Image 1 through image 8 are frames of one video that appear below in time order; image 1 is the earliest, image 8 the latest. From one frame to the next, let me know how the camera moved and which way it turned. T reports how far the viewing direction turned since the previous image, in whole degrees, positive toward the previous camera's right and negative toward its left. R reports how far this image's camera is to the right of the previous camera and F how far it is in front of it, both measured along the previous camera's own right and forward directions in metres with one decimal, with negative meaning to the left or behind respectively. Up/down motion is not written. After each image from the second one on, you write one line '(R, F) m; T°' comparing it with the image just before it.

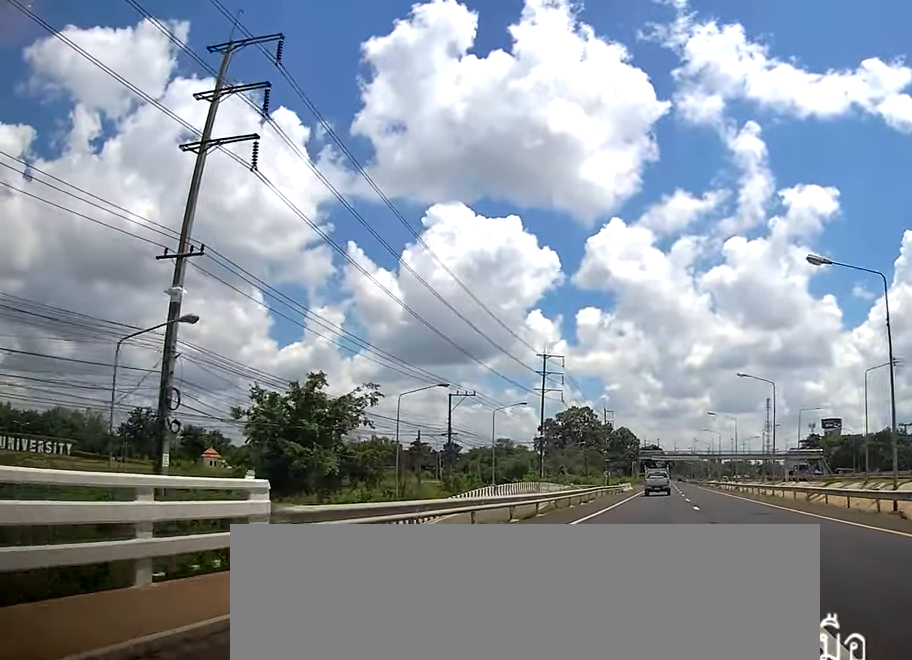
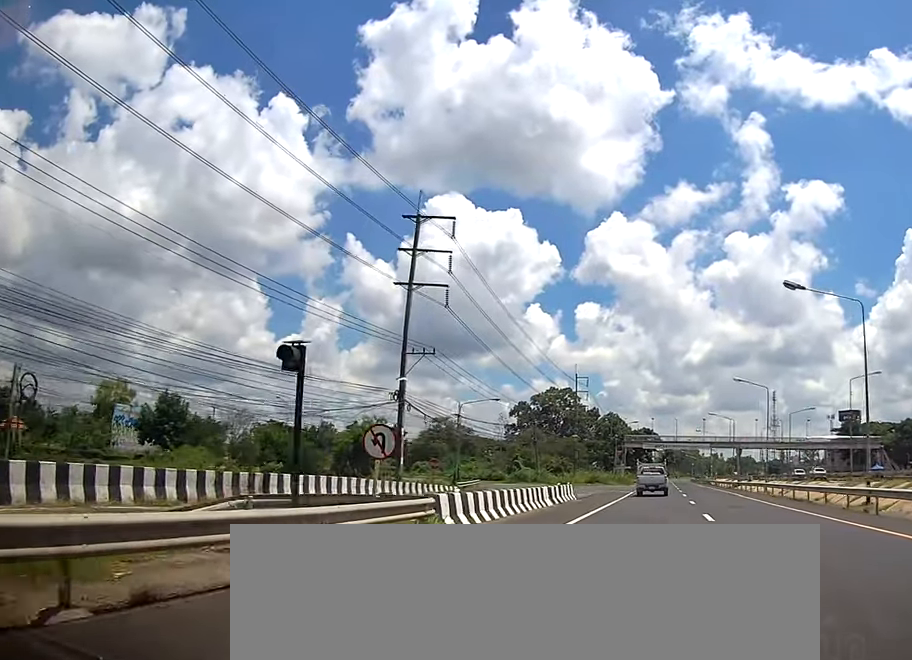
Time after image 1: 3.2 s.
(+0.6, +55.9) m; 0°
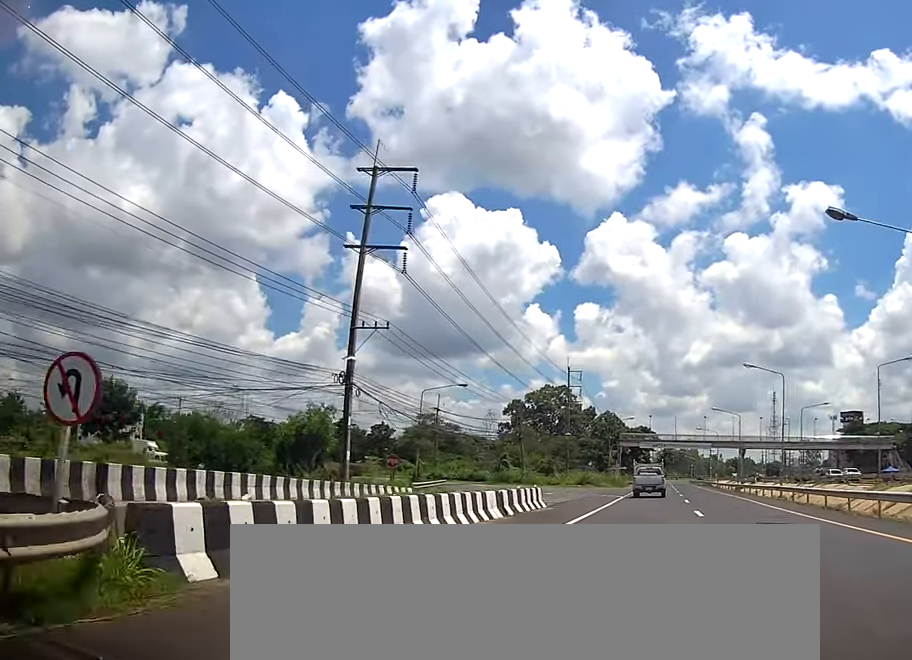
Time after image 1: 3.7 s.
(+0.2, +8.5) m; +1°
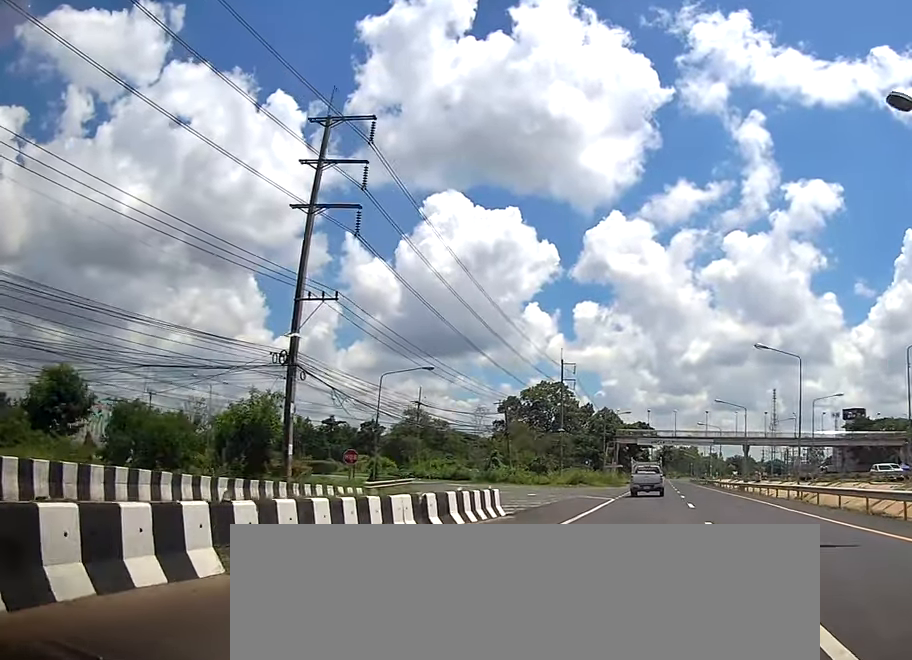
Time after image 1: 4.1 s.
(+0.2, +6.8) m; +1°
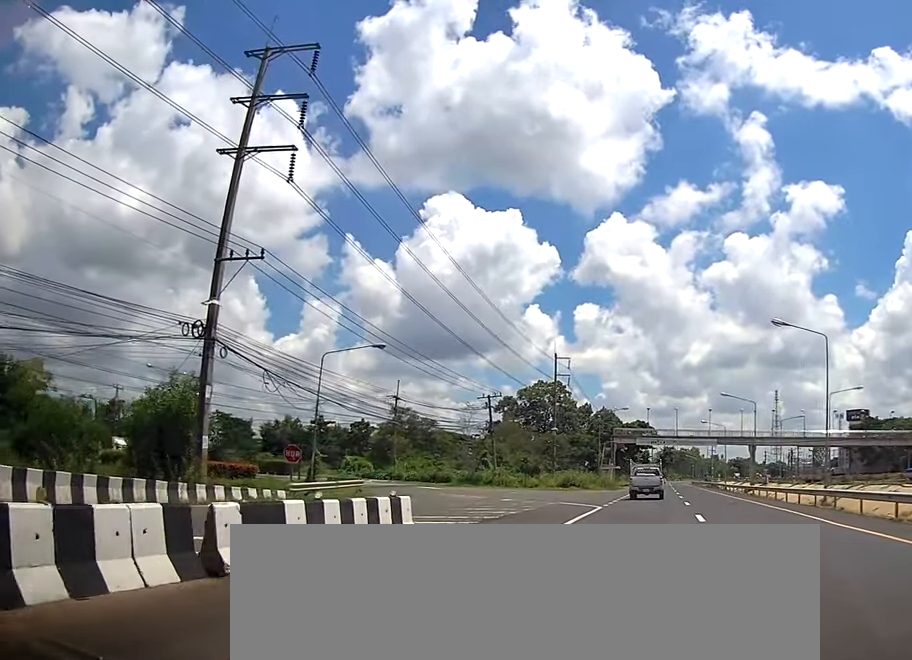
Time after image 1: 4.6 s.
(+0.1, +7.3) m; +1°
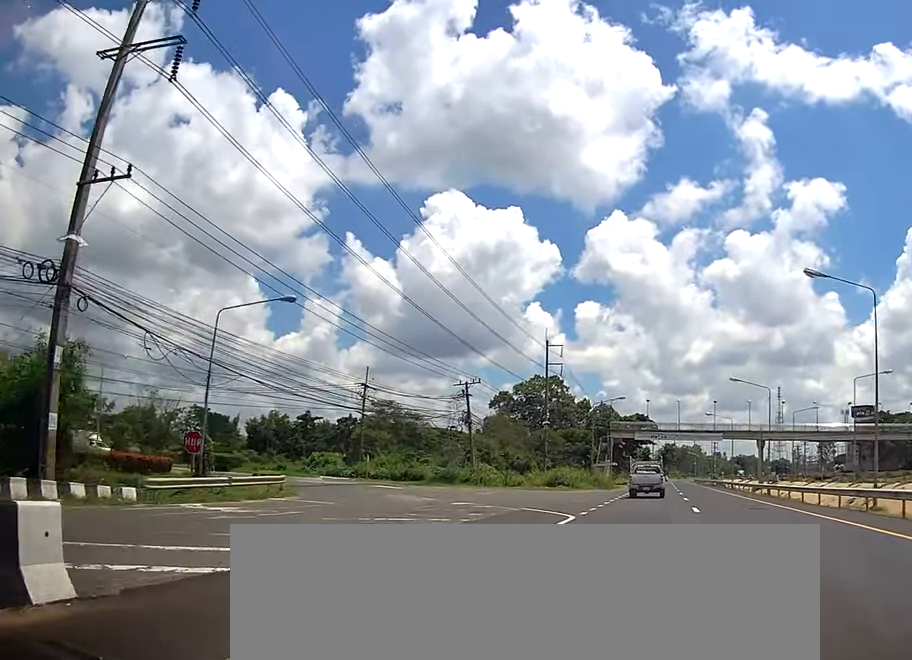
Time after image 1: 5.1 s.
(0.0, +8.7) m; 0°
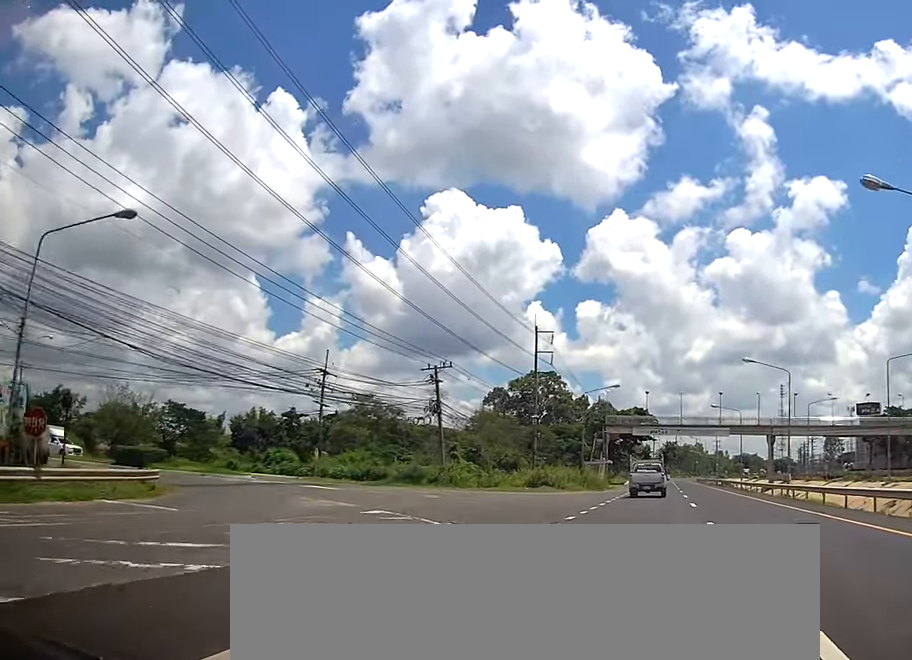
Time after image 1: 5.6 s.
(0.0, +9.0) m; -1°
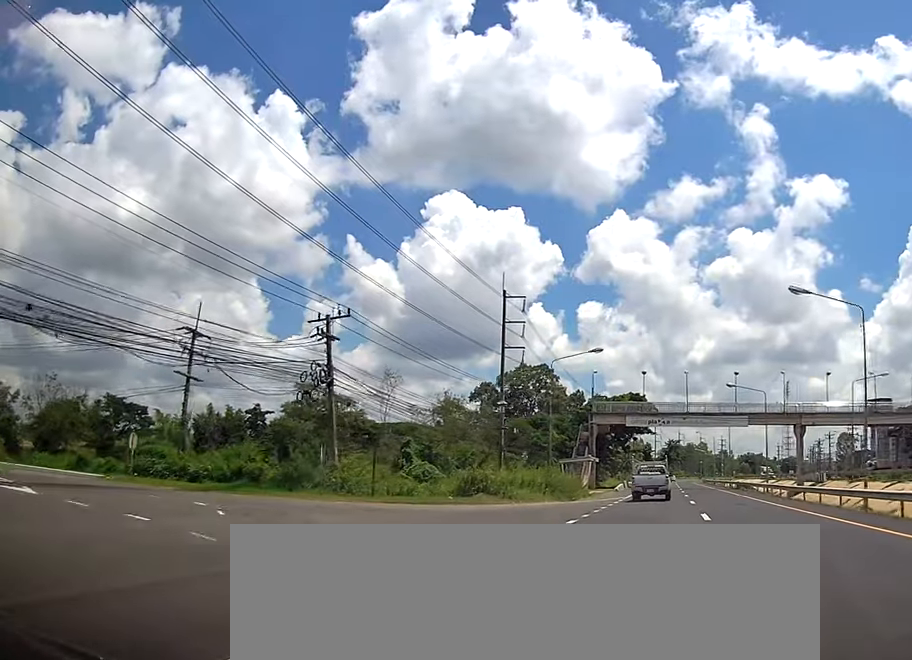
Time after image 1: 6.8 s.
(-0.4, +19.2) m; -2°
